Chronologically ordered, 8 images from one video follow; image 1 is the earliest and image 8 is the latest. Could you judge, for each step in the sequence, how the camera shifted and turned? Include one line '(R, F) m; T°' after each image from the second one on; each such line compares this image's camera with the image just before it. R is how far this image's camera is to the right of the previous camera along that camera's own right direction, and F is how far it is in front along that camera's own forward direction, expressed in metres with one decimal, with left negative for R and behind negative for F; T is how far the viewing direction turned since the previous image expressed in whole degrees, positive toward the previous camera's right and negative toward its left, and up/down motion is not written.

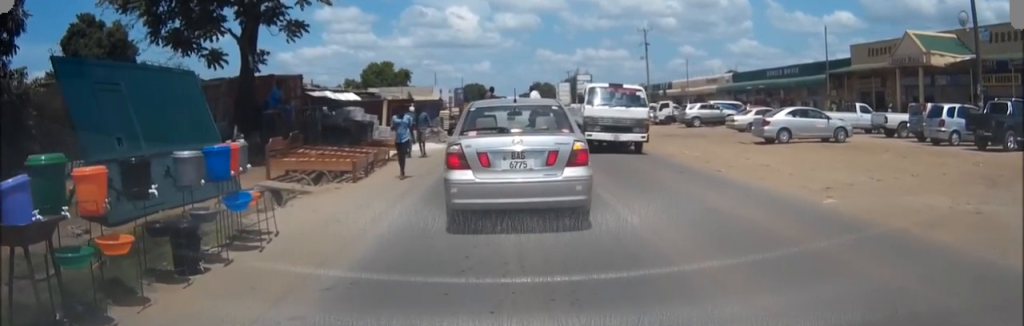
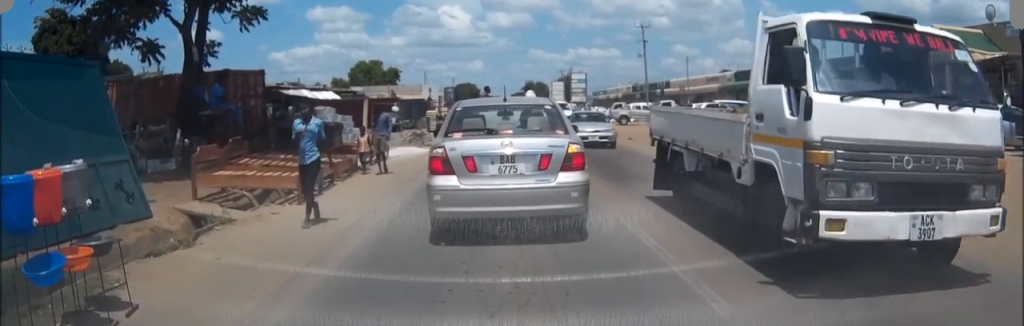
(-0.2, +3.7) m; -6°
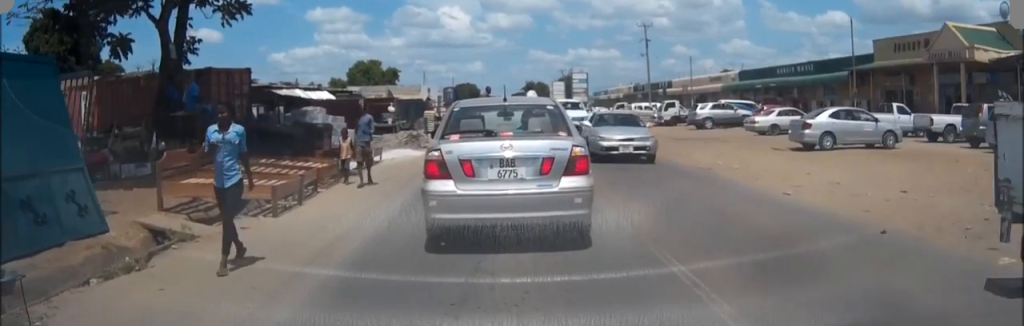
(-0.1, +1.3) m; +3°
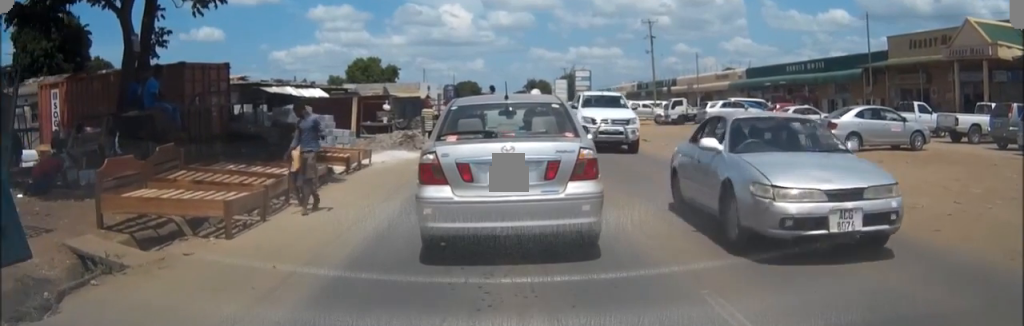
(+0.2, +1.9) m; 0°
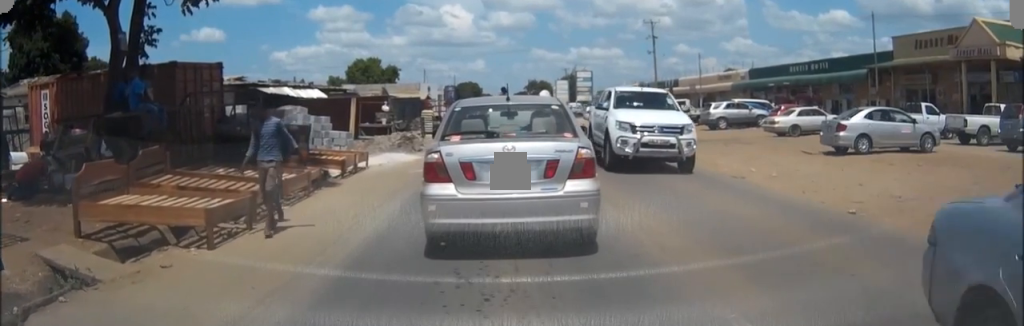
(0.0, +0.7) m; 0°
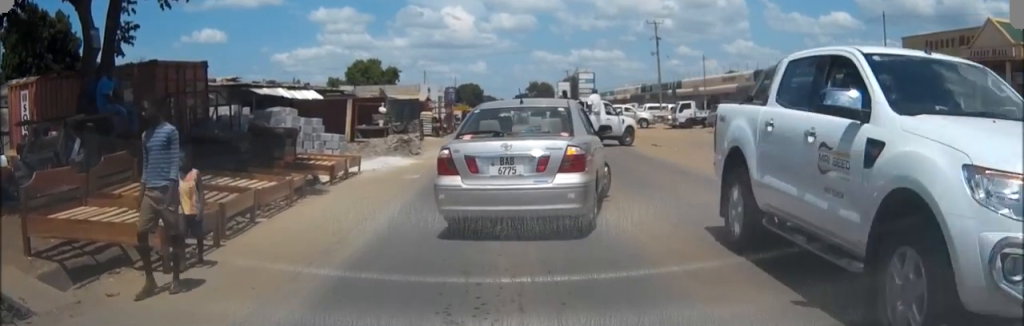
(+0.3, +1.3) m; 0°
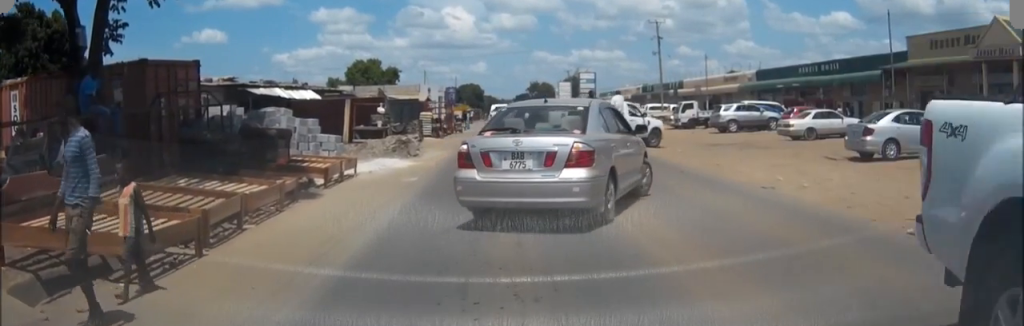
(0.0, +0.7) m; 0°
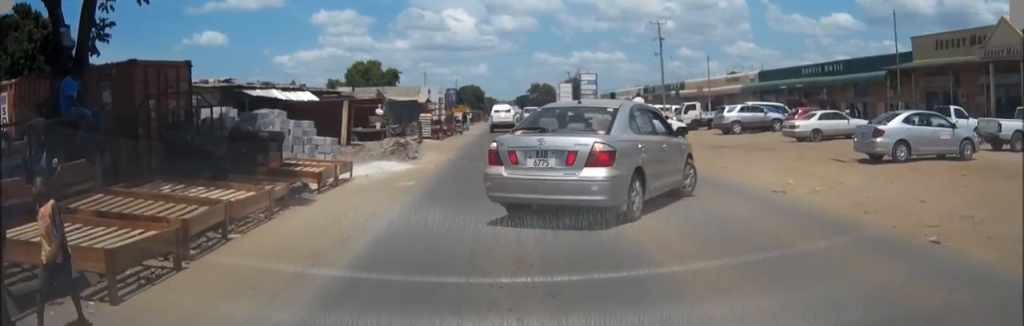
(-0.1, +0.6) m; 0°
